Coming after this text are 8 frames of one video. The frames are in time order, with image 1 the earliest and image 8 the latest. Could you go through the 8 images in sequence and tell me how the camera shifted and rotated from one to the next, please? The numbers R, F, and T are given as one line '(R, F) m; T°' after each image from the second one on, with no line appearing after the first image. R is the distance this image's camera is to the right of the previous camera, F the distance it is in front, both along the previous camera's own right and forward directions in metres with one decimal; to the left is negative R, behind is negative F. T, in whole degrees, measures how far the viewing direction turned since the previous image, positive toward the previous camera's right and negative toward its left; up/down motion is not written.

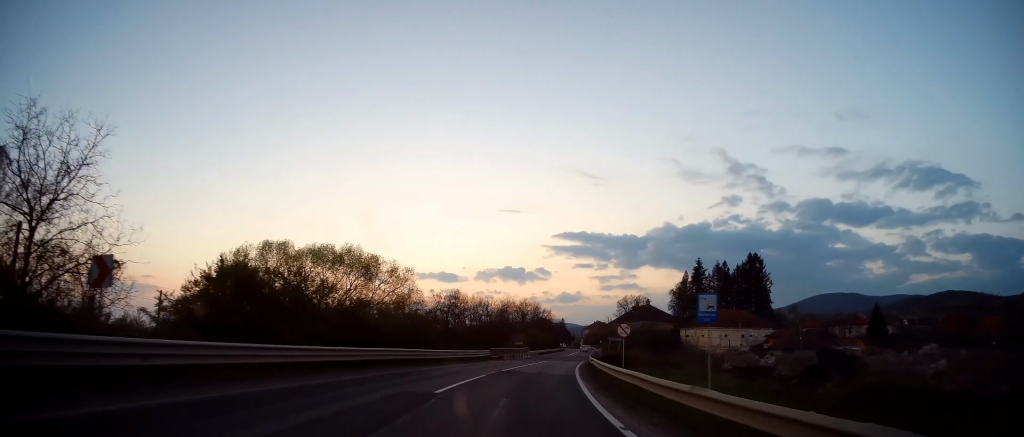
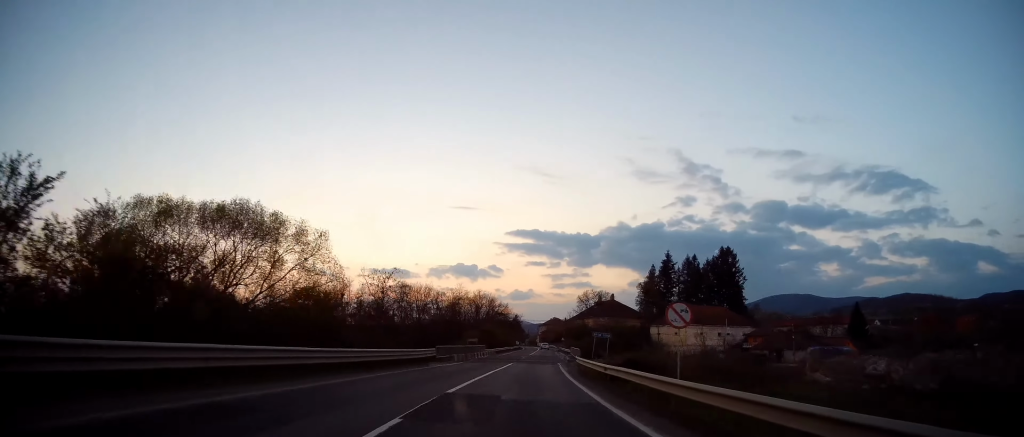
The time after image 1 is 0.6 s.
(+0.7, +13.4) m; +5°
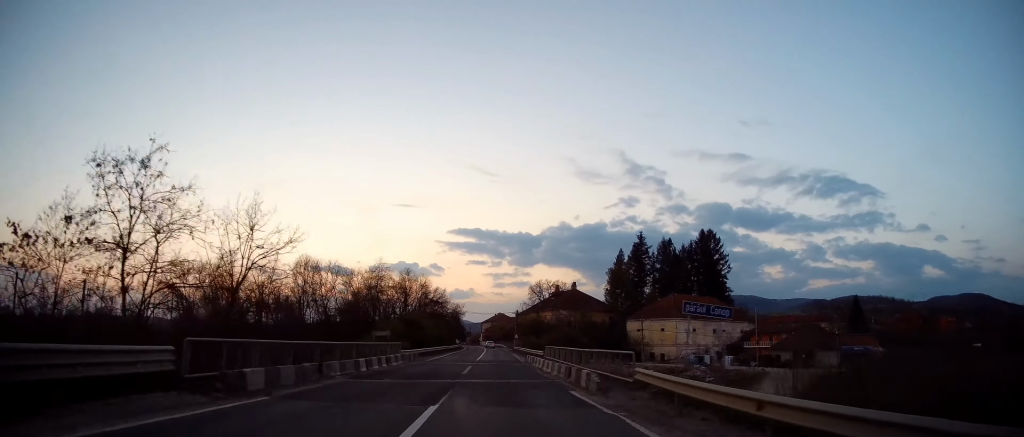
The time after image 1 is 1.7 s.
(+2.5, +27.8) m; +9°
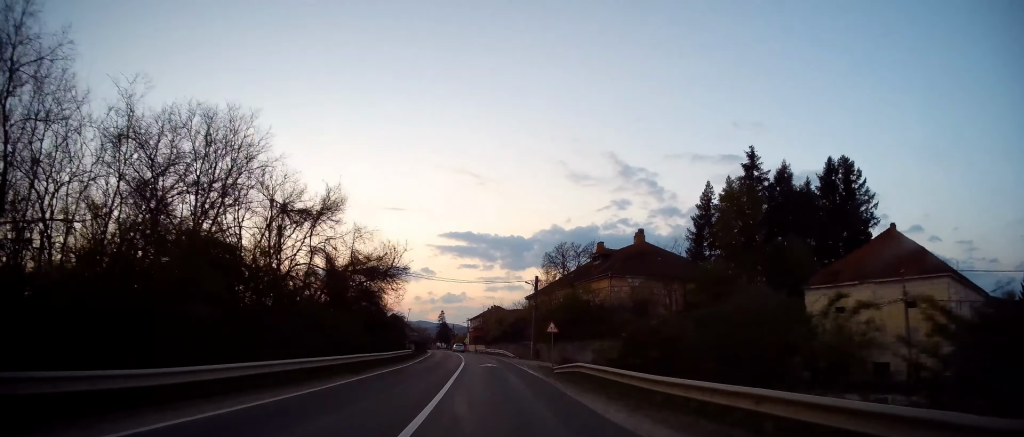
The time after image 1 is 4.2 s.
(+4.2, +61.3) m; +5°
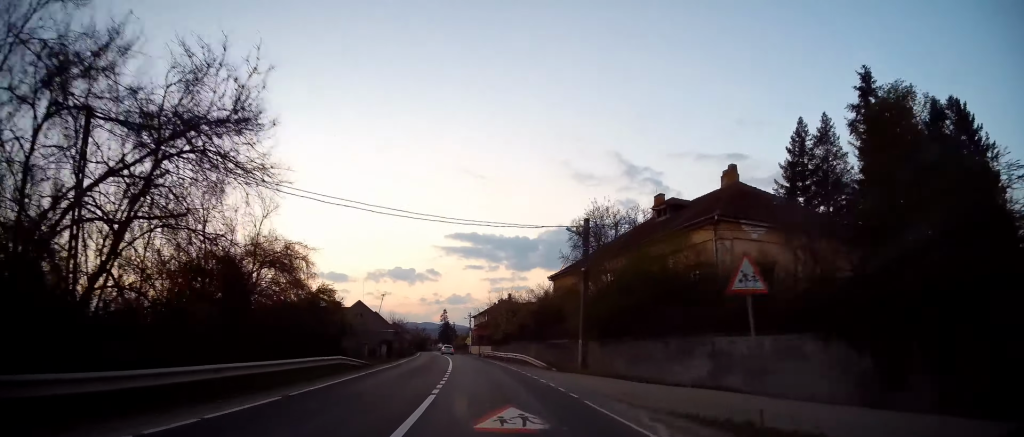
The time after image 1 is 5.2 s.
(0.0, +25.0) m; -1°
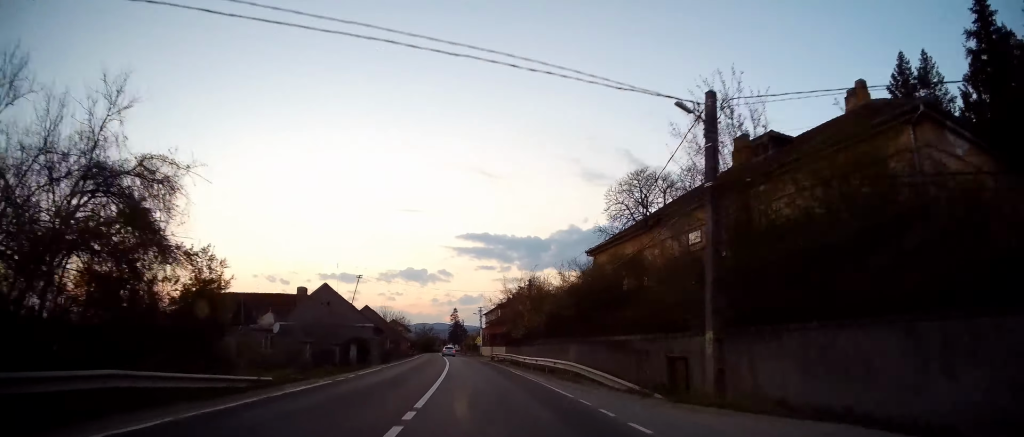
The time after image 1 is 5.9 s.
(-0.1, +15.8) m; -1°
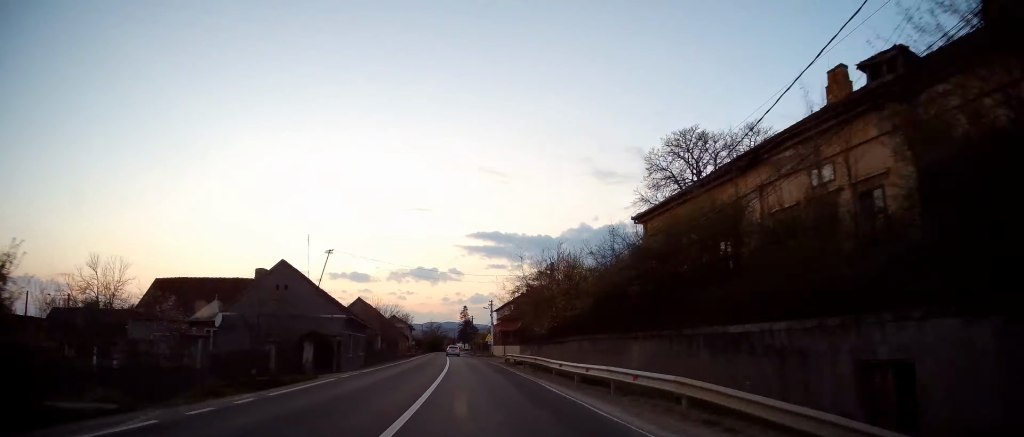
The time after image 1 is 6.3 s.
(0.0, +10.8) m; -1°
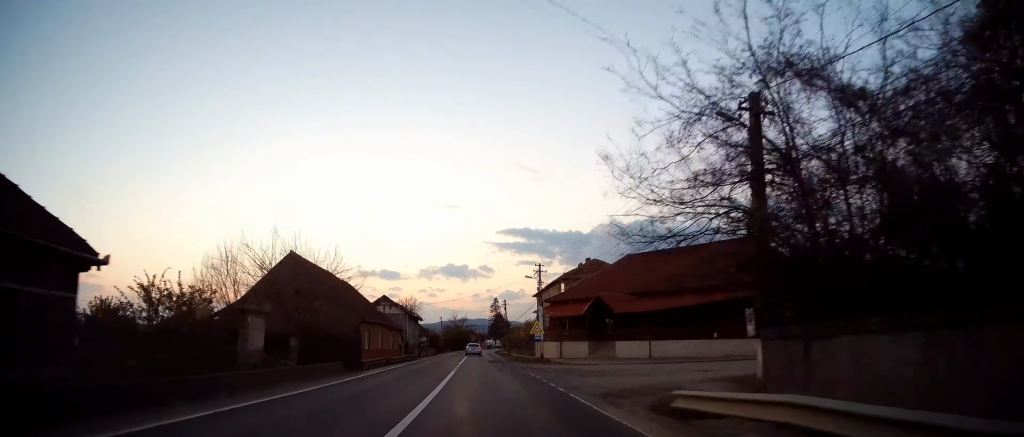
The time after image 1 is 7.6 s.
(-0.8, +32.5) m; -2°
